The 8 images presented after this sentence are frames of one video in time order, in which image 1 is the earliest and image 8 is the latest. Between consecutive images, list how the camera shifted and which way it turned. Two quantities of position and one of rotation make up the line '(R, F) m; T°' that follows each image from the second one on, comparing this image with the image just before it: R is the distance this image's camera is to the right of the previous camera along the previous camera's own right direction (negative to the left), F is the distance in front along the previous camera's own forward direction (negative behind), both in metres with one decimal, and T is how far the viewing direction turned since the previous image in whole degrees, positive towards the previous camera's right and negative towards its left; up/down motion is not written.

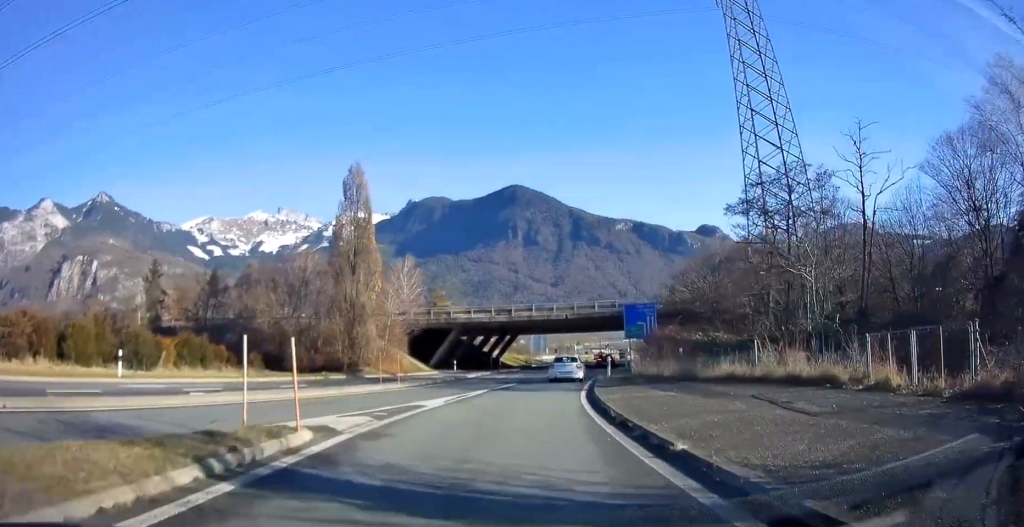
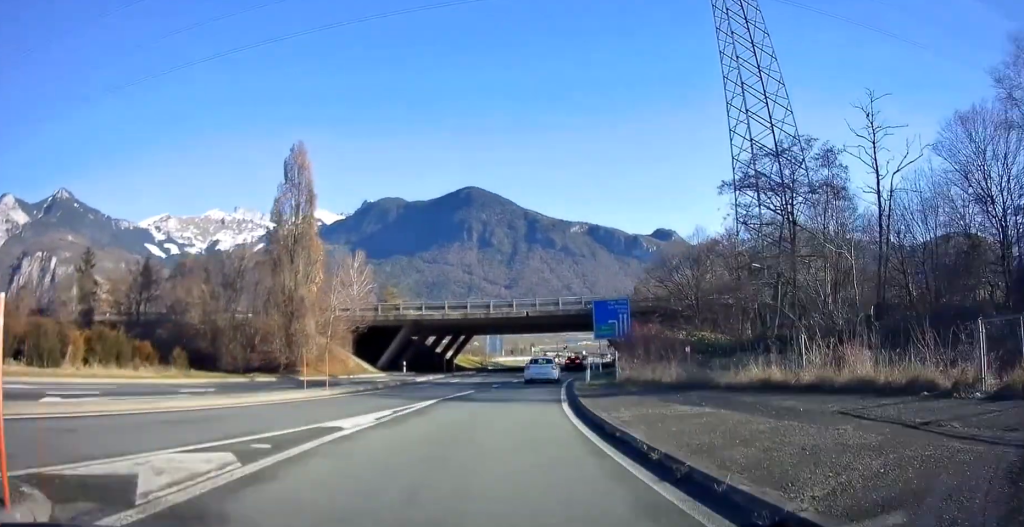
(+0.6, +5.3) m; +3°
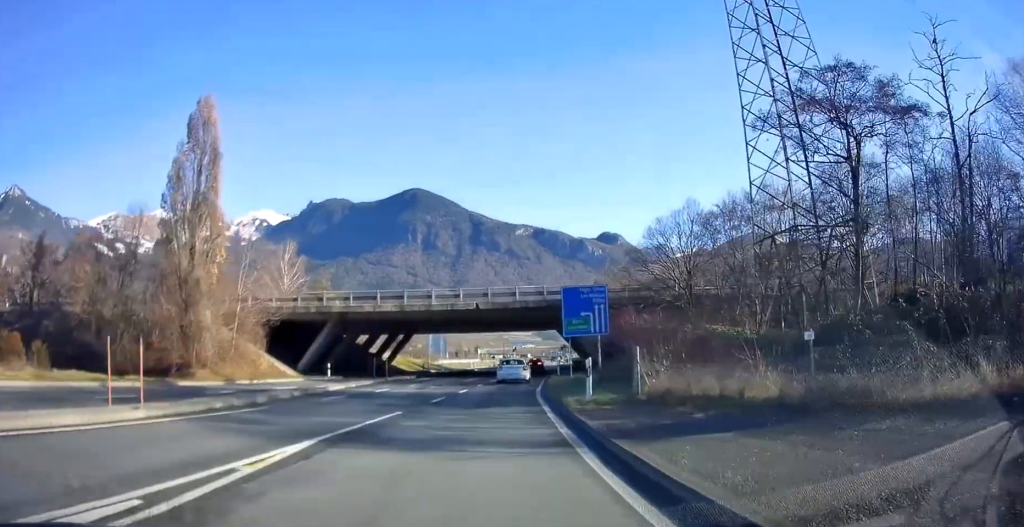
(+0.7, +9.8) m; +5°
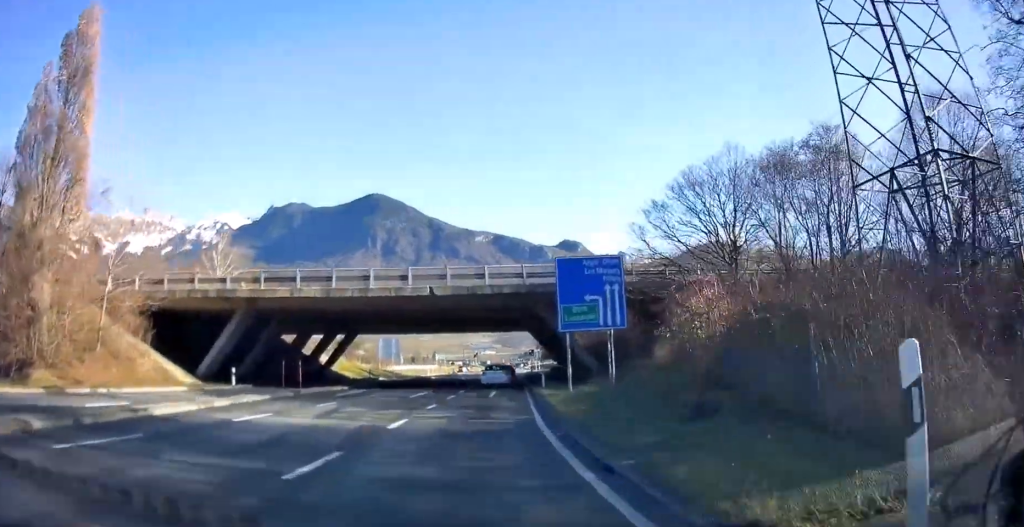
(+0.4, +12.2) m; +5°
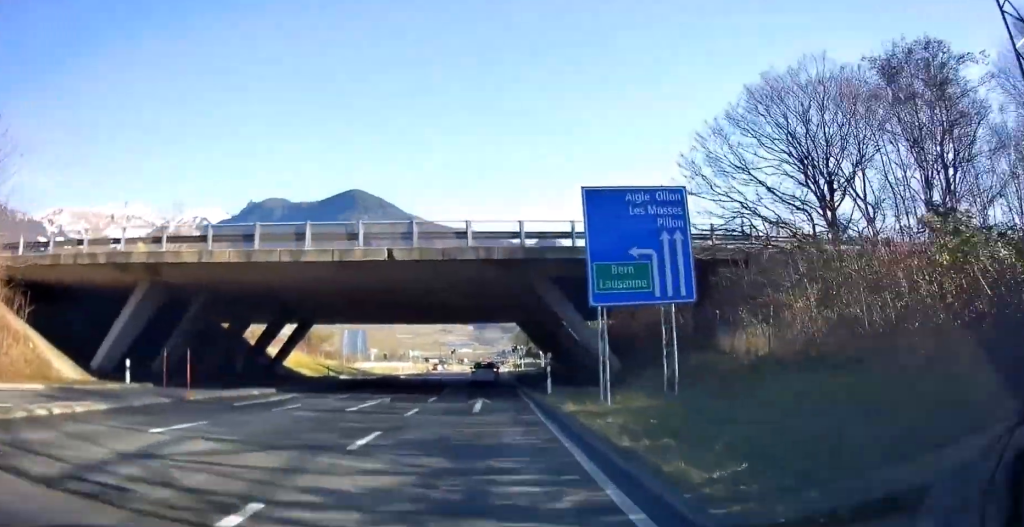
(+0.5, +9.4) m; +4°
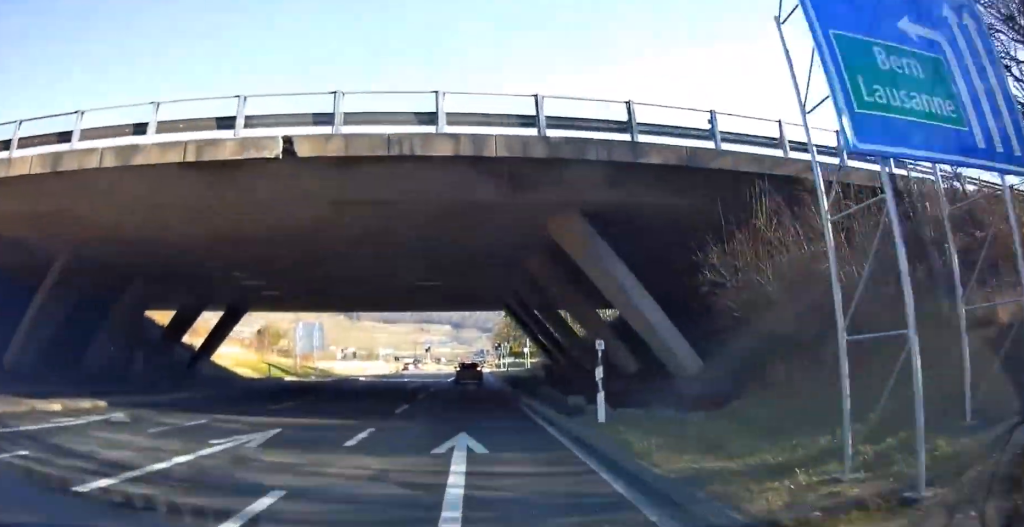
(0.0, +10.7) m; +1°
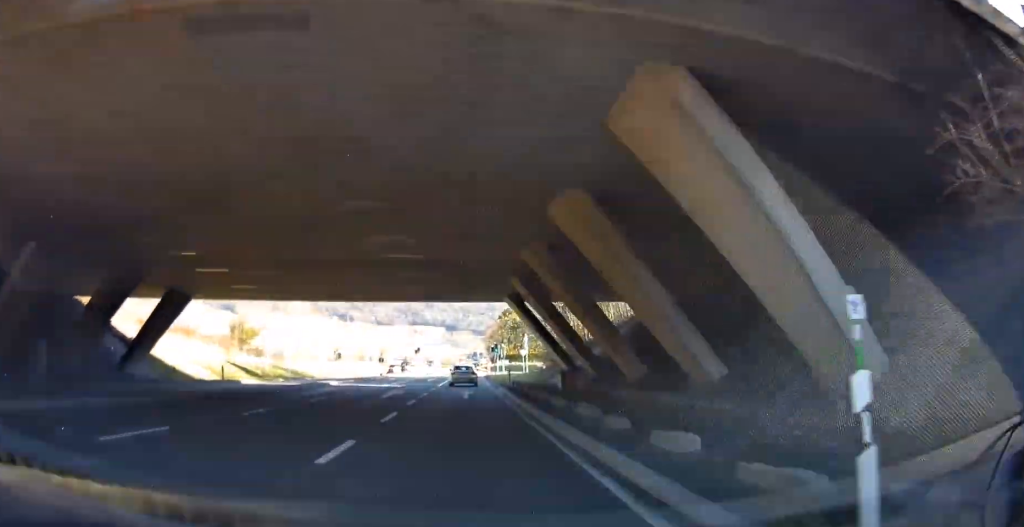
(0.0, +7.8) m; +1°
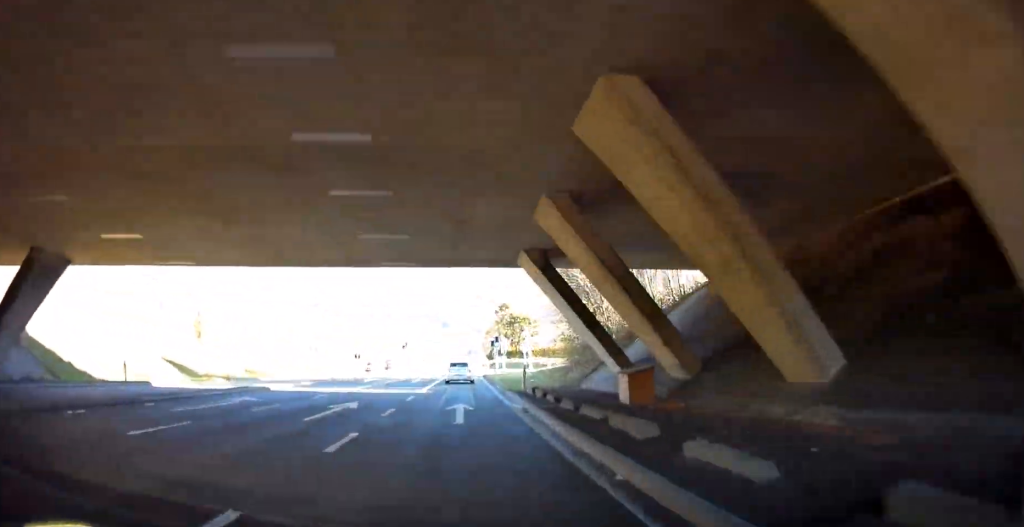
(+0.1, +10.9) m; +1°
